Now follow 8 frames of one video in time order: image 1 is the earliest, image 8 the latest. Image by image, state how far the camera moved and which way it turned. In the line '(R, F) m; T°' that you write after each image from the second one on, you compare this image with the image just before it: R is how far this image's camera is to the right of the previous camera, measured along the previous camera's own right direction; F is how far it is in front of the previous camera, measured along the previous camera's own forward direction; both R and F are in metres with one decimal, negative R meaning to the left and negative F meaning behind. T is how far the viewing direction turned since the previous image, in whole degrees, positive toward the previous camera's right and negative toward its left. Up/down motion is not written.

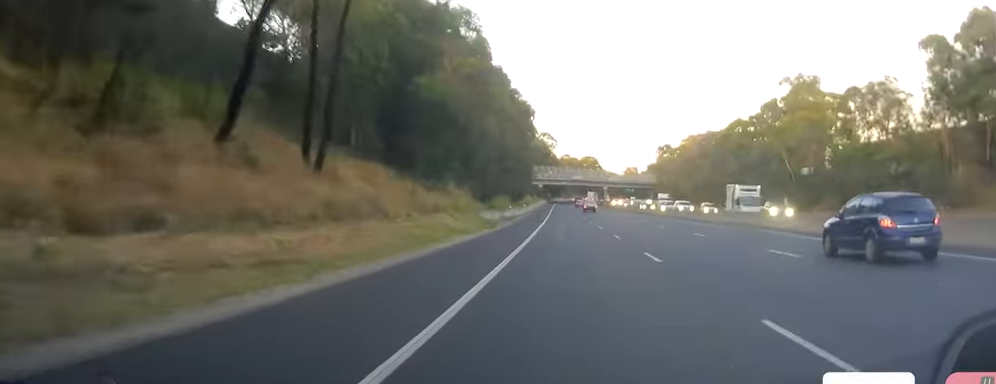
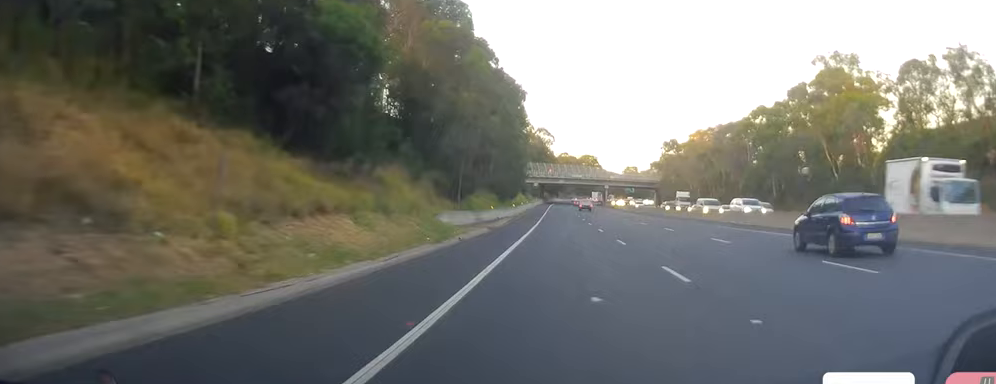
(-0.1, +16.6) m; 0°
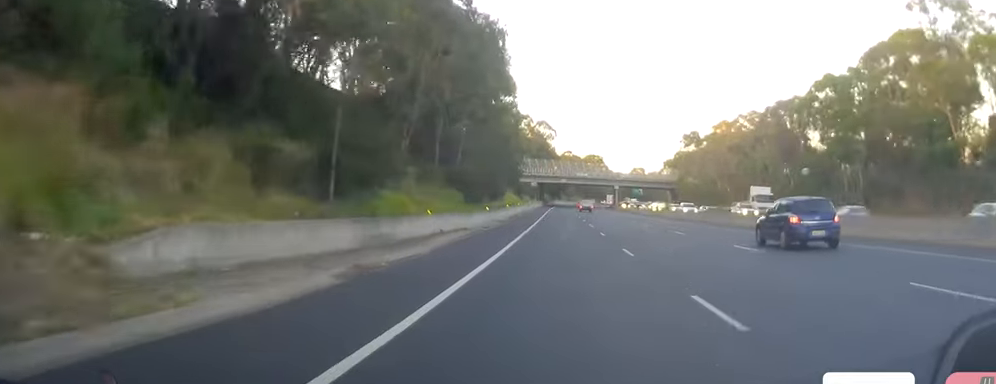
(-0.2, +28.5) m; 0°
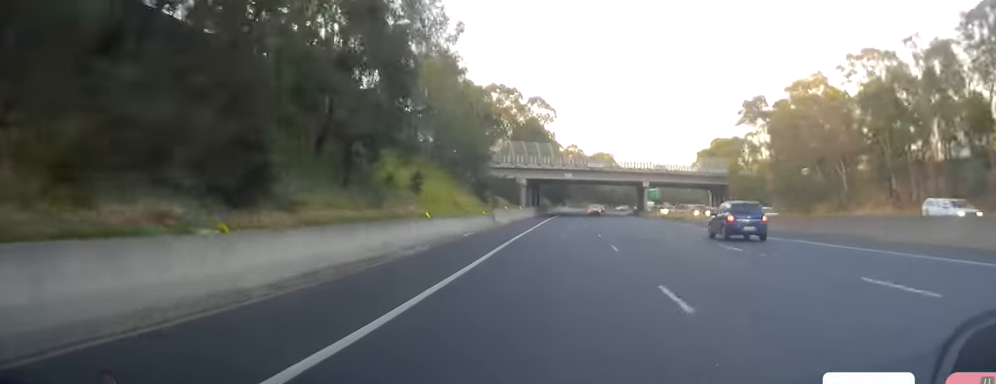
(+0.3, +57.7) m; 0°
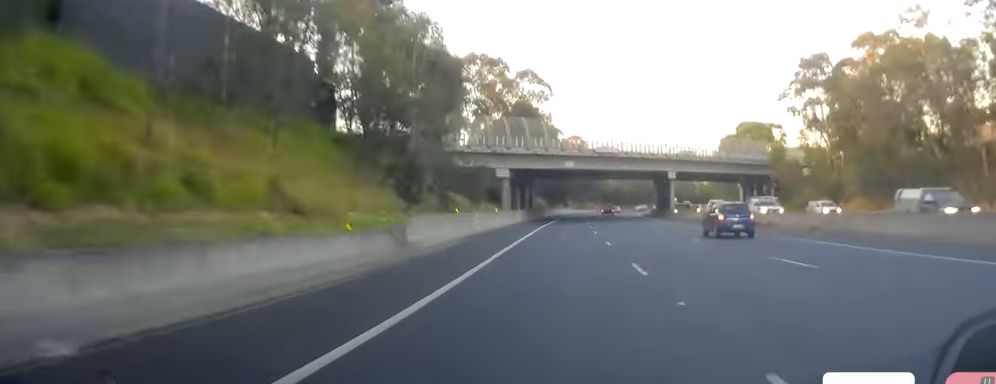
(-0.2, +30.1) m; -1°
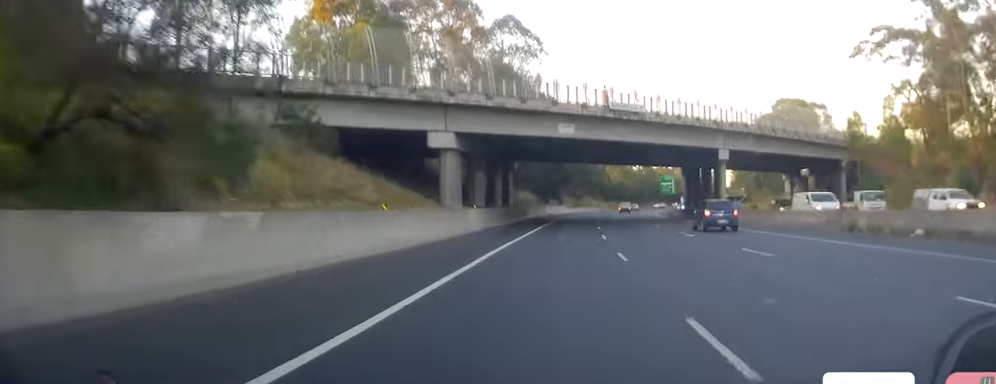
(-0.3, +32.7) m; 0°
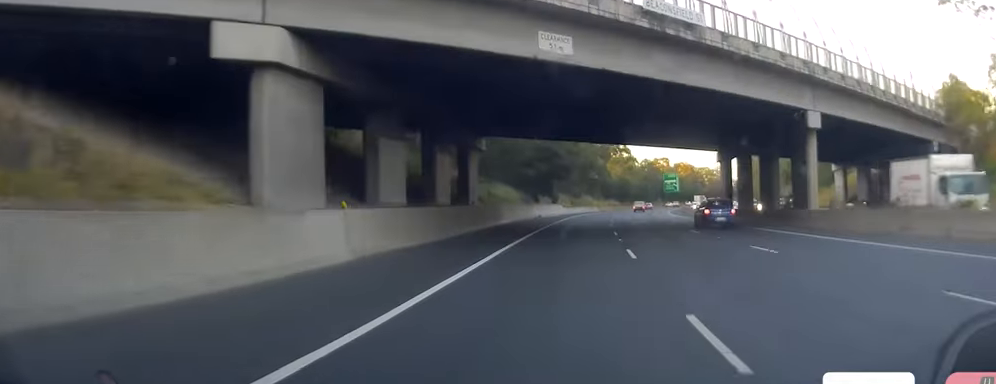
(+0.4, +23.6) m; +2°
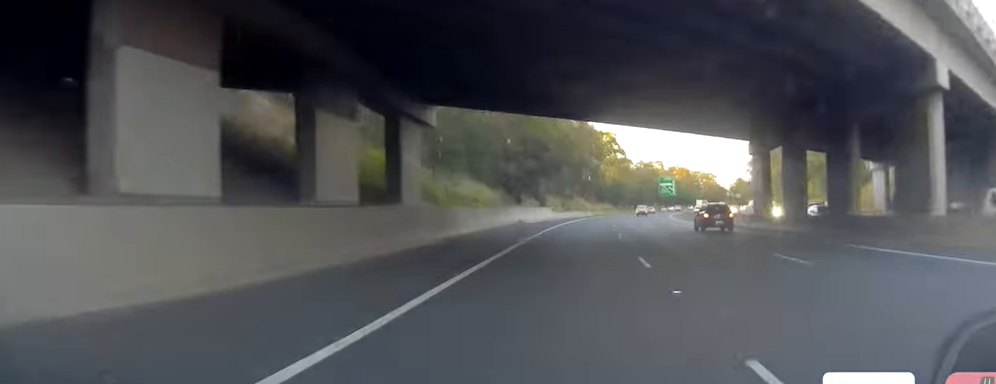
(+0.1, +14.5) m; 0°
